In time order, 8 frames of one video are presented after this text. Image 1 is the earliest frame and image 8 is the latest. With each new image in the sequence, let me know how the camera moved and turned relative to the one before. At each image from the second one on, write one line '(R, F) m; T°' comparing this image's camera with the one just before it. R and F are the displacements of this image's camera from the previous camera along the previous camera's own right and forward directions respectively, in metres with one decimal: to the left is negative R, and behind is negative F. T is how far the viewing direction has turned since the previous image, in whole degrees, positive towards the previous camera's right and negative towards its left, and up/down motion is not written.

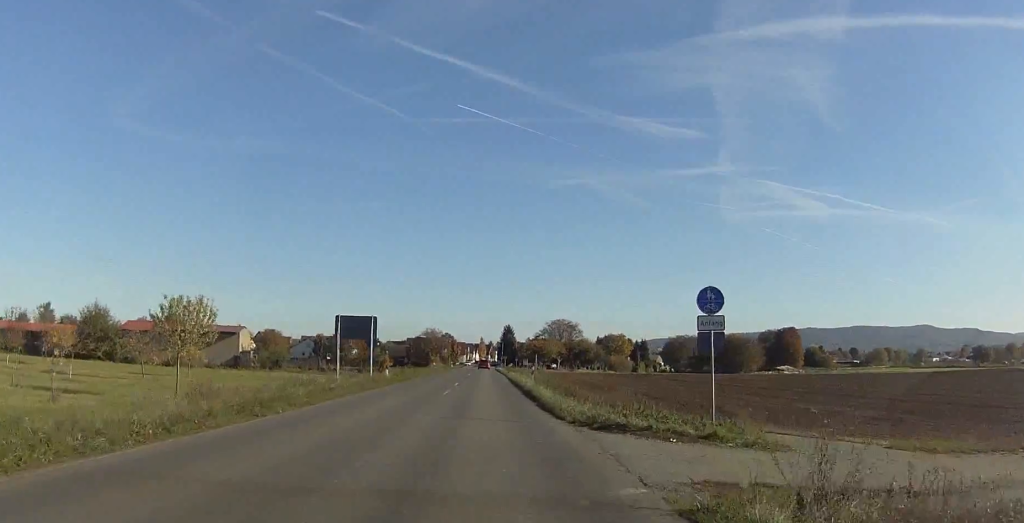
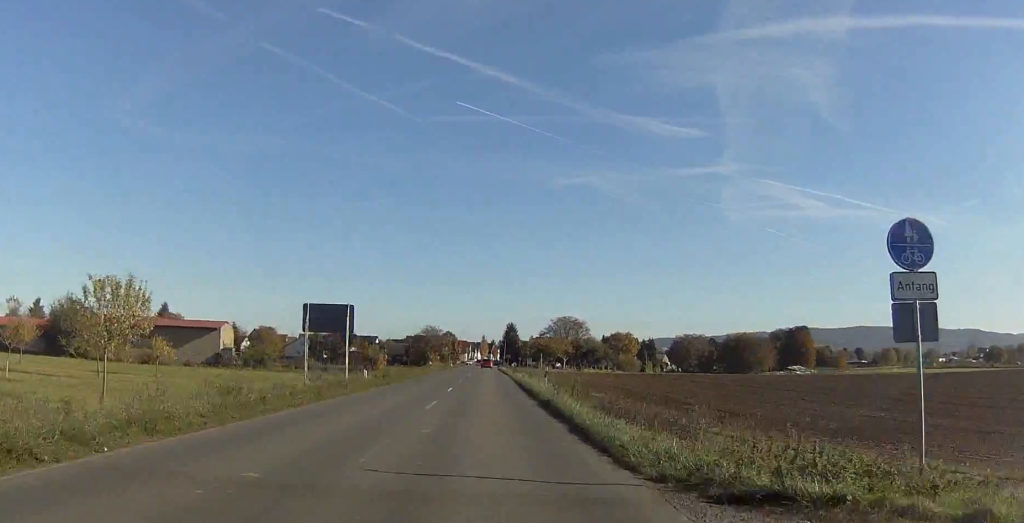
(-0.2, +9.0) m; 0°
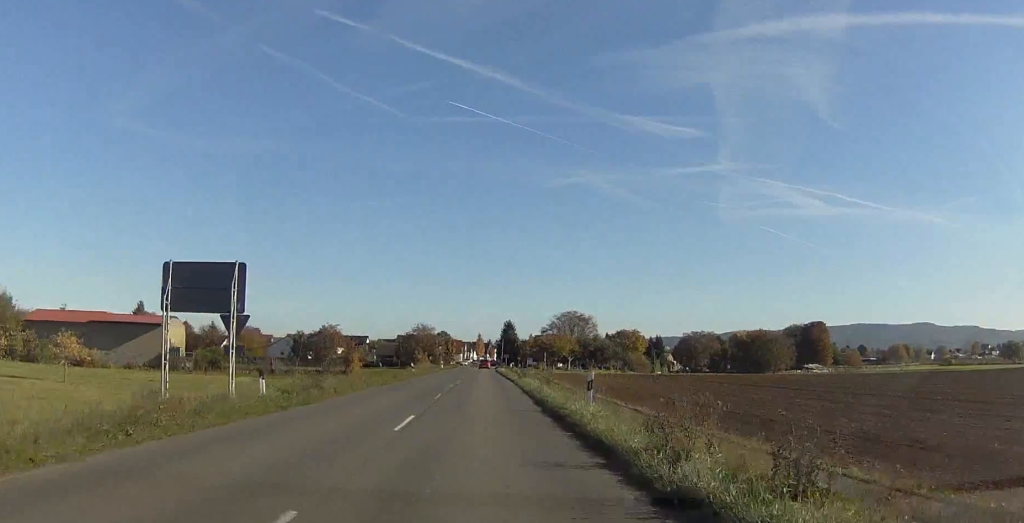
(+0.5, +17.2) m; +2°
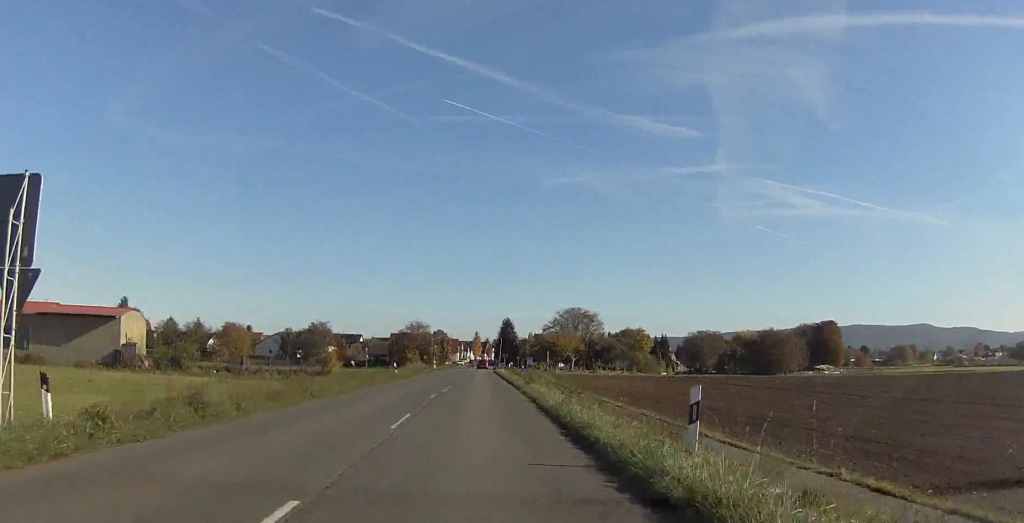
(+0.1, +10.9) m; -1°
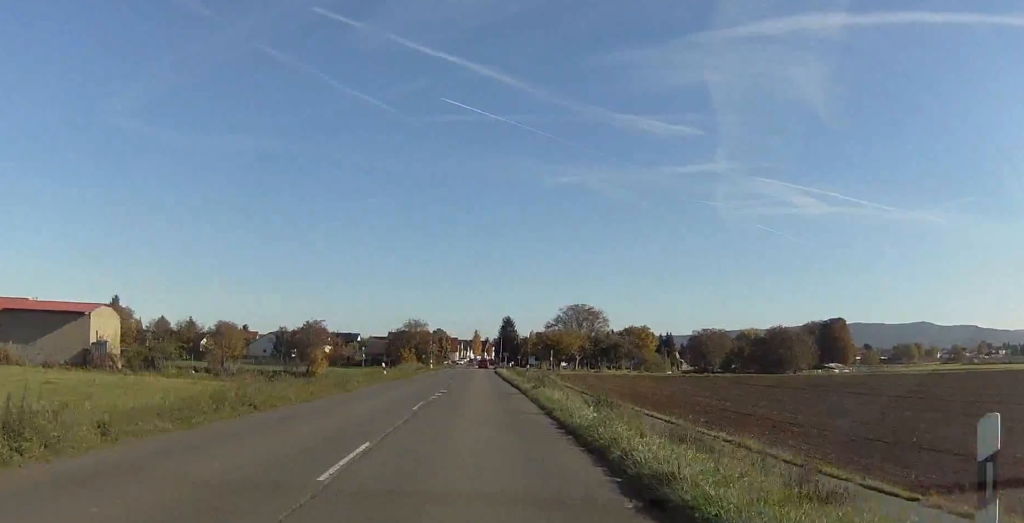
(-0.2, +6.5) m; 0°
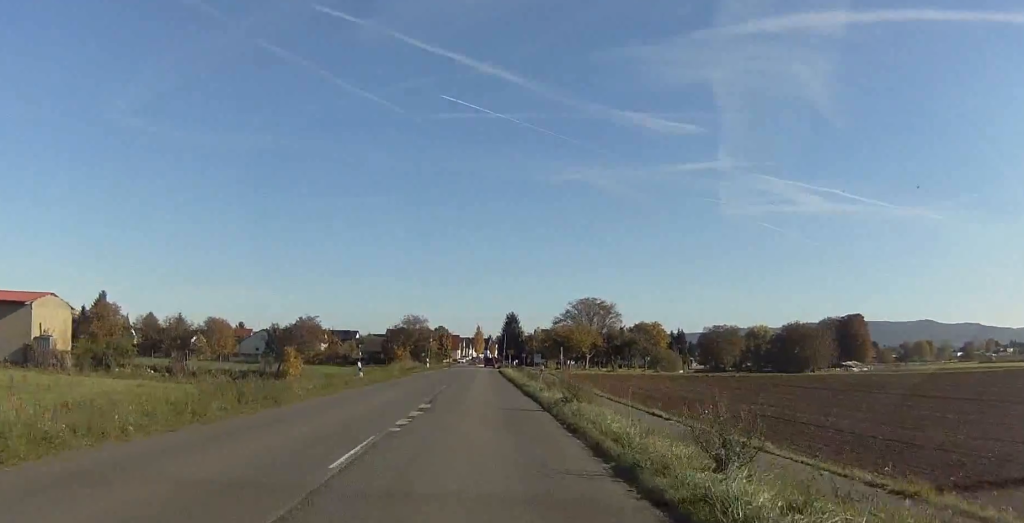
(-0.1, +10.7) m; +1°
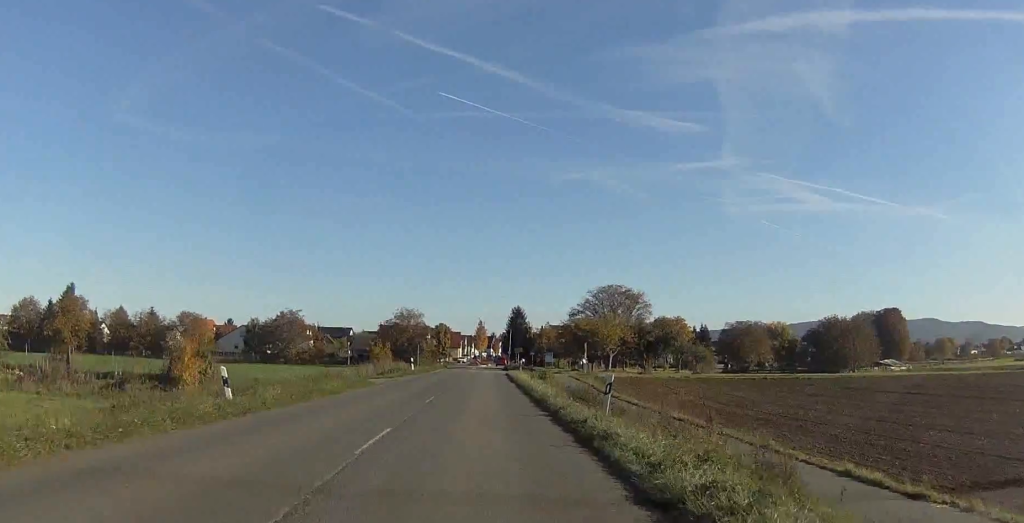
(+0.6, +21.7) m; 0°
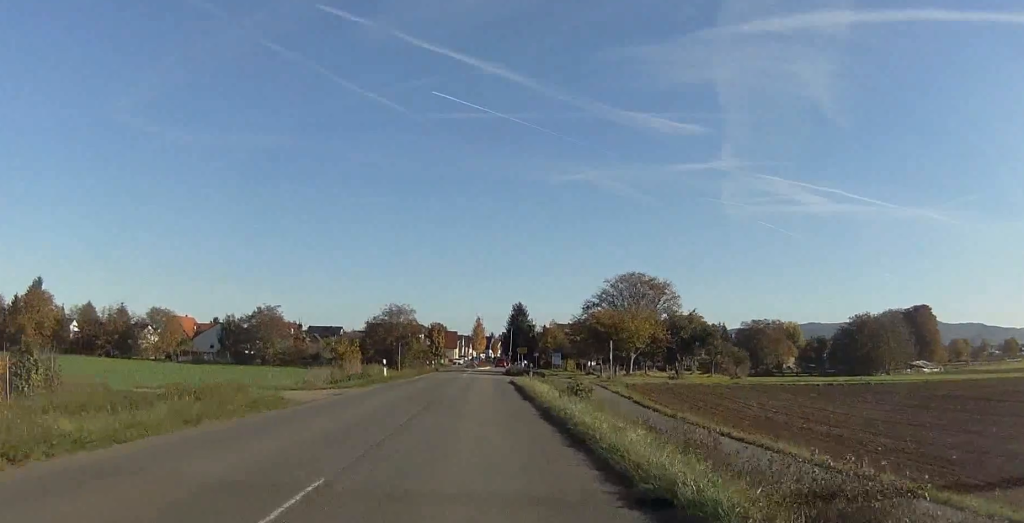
(-0.6, +17.0) m; -3°
